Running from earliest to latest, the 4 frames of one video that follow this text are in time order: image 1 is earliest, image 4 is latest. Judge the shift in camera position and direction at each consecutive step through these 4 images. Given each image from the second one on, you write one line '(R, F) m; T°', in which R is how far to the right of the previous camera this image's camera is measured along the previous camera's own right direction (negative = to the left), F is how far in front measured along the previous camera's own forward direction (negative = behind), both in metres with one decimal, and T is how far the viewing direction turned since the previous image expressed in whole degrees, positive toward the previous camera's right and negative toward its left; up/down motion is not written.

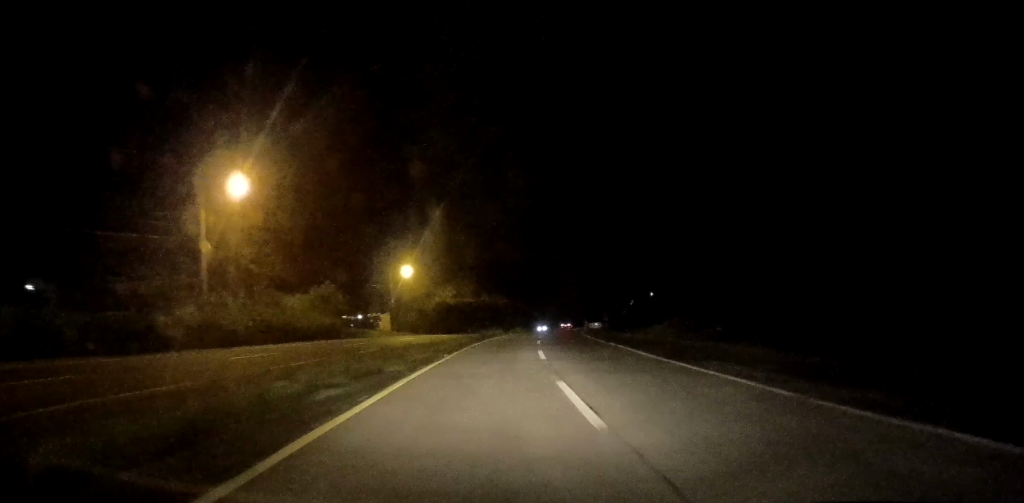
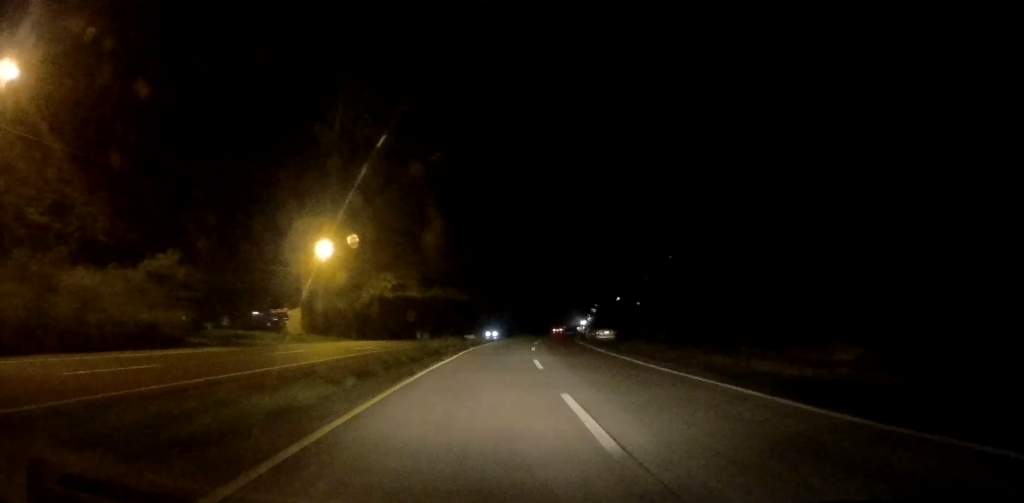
(+0.4, +25.5) m; +2°
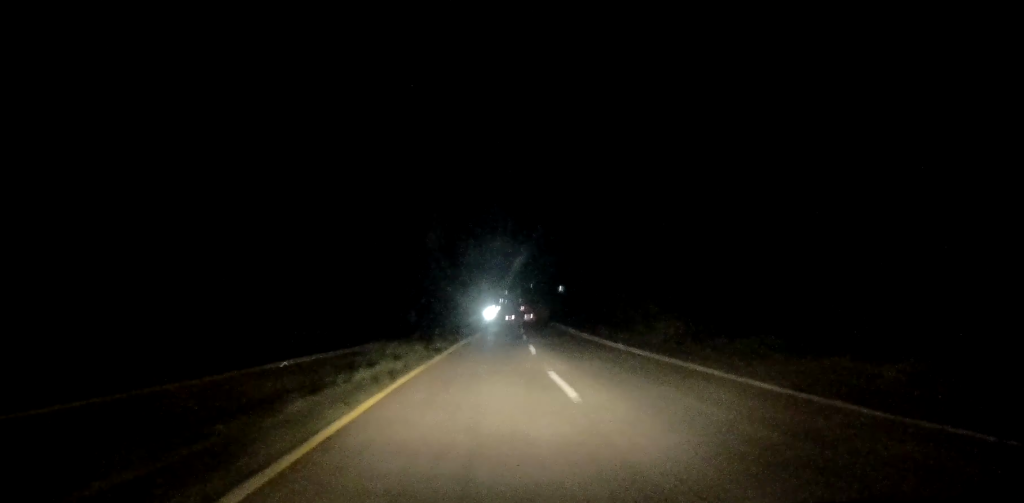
(+5.3, +67.6) m; +9°
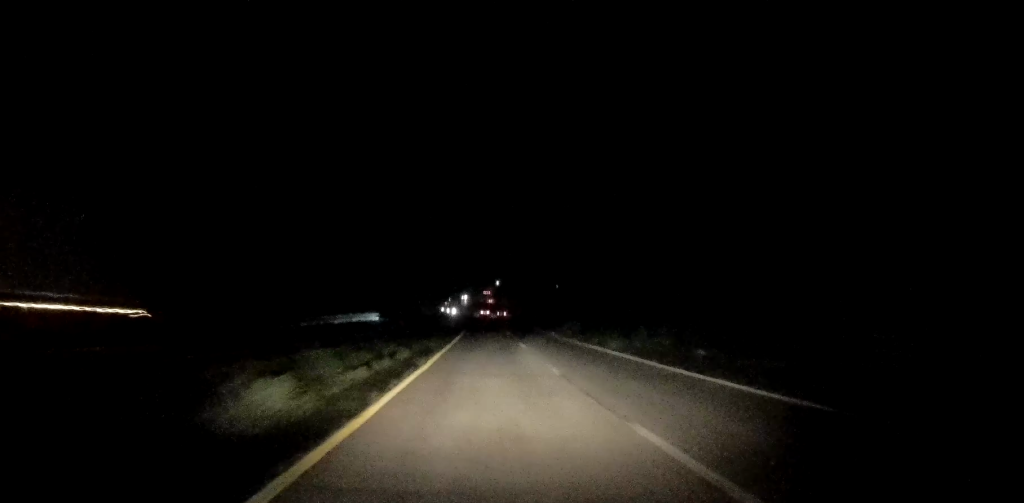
(+12.3, +159.3) m; +6°
